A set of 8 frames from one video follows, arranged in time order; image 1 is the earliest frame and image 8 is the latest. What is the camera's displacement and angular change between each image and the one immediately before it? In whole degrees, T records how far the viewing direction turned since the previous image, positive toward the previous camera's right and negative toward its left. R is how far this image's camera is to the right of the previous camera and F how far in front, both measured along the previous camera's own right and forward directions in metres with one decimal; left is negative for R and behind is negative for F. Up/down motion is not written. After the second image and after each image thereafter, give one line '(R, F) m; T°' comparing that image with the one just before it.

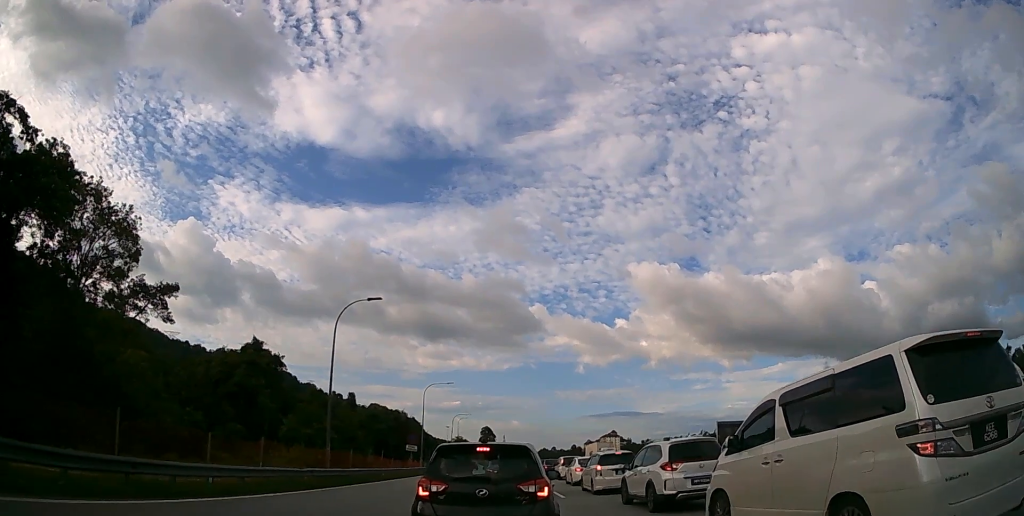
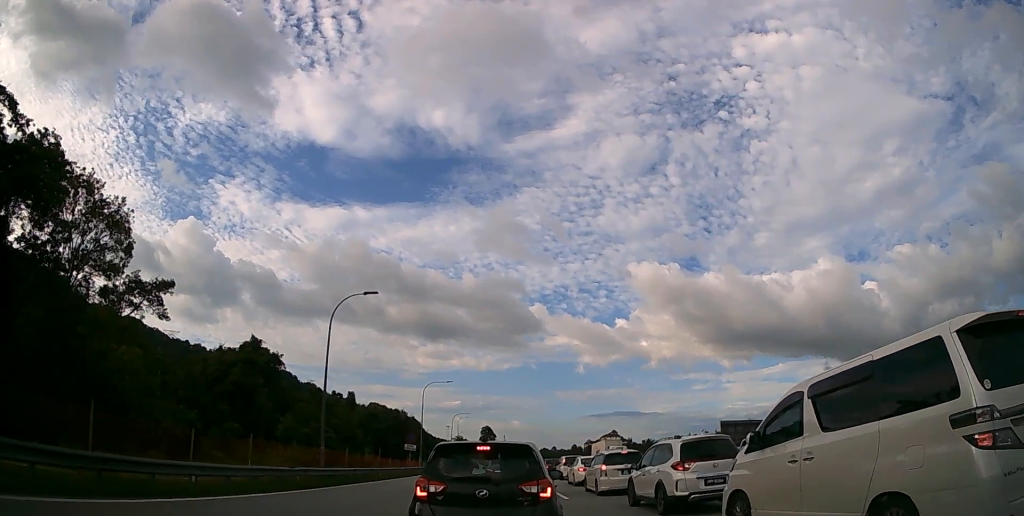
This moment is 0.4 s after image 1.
(0.0, +1.4) m; 0°
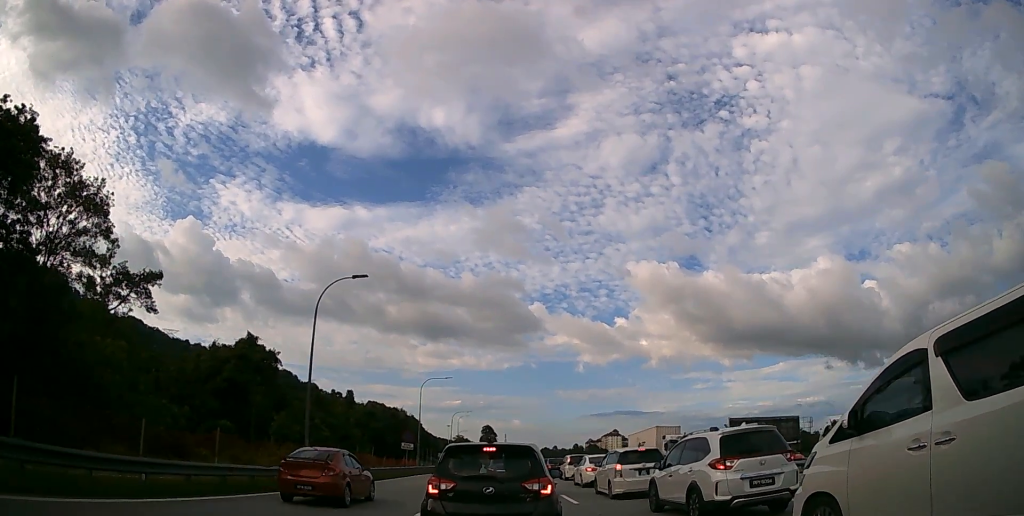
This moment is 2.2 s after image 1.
(0.0, +3.6) m; -1°
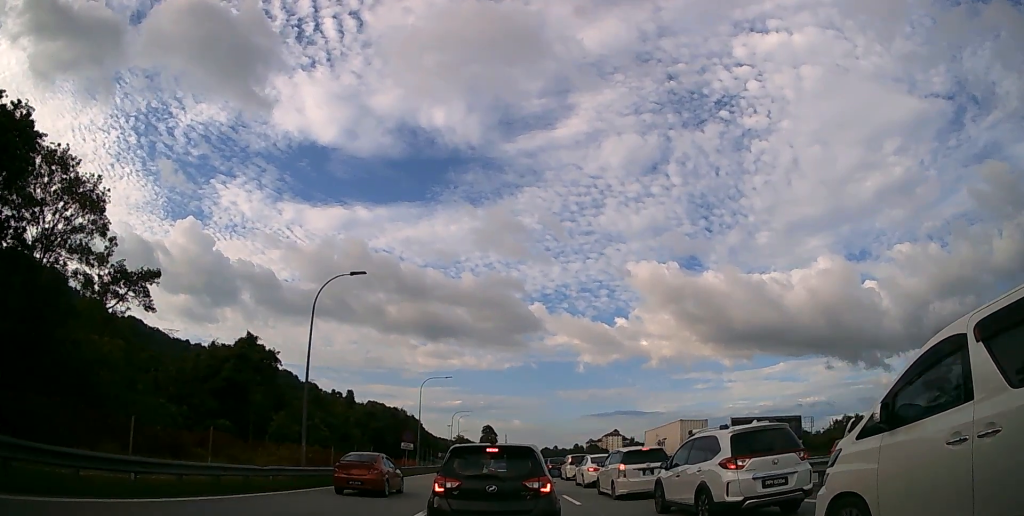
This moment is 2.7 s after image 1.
(0.0, +0.5) m; 0°
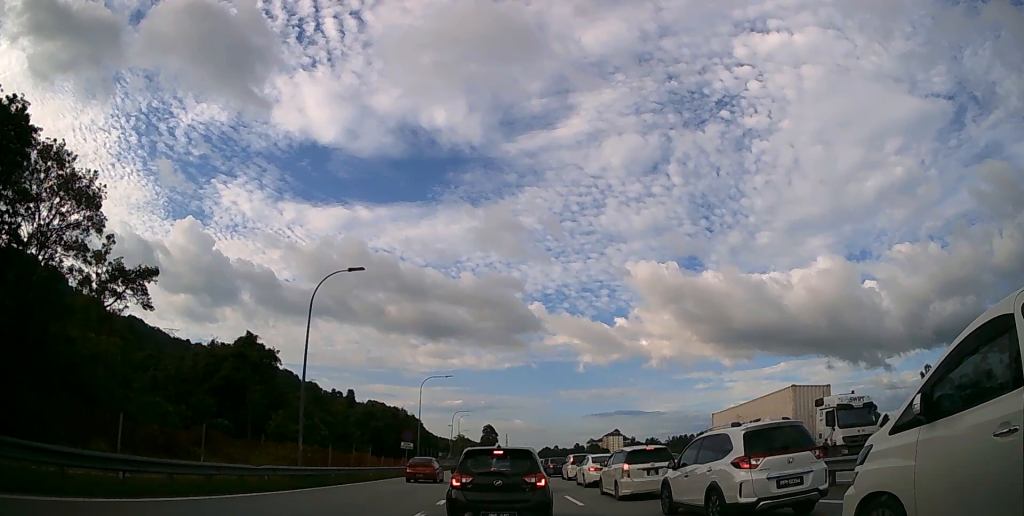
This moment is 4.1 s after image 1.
(0.0, +0.5) m; 0°
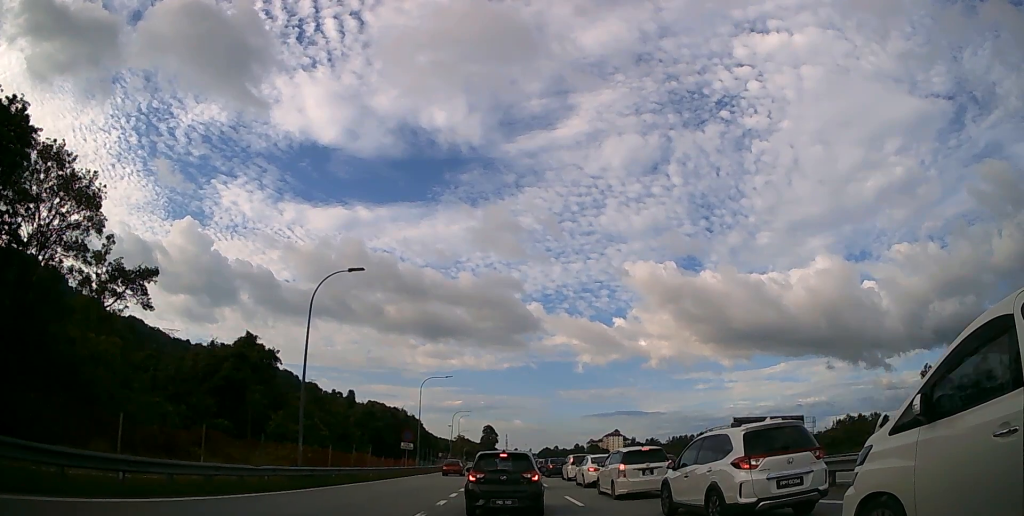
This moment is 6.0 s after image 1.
(0.0, +0.4) m; 0°
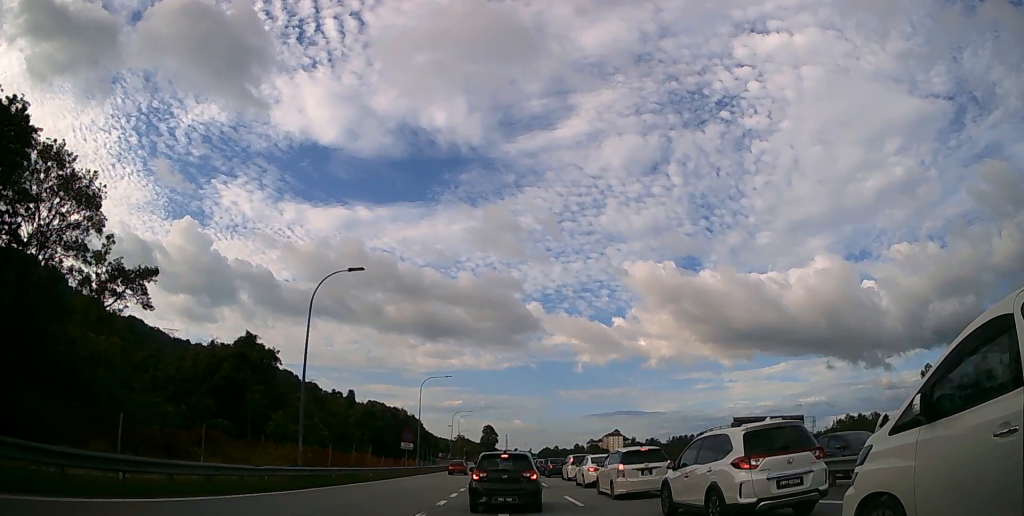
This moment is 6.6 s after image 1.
(0.0, 0.0) m; 0°
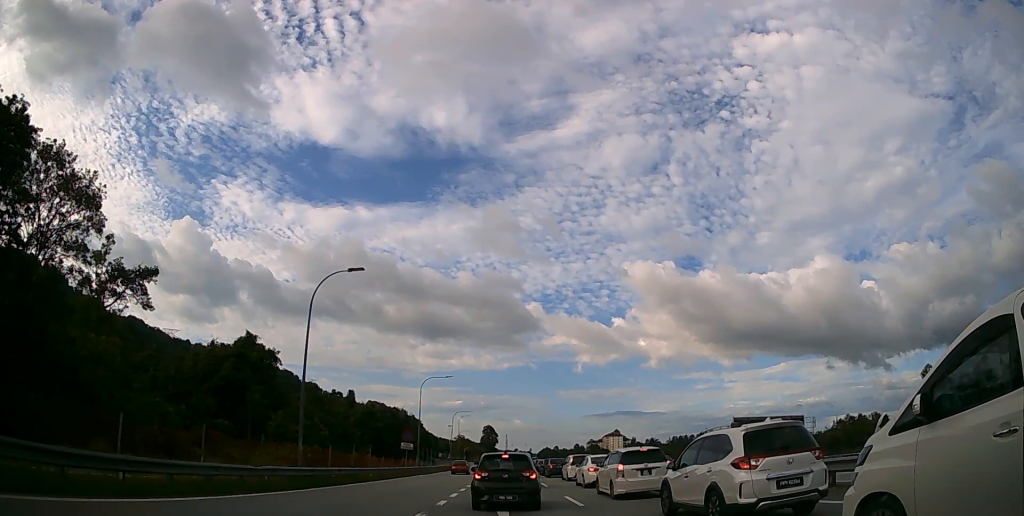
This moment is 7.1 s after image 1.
(0.0, 0.0) m; 0°
